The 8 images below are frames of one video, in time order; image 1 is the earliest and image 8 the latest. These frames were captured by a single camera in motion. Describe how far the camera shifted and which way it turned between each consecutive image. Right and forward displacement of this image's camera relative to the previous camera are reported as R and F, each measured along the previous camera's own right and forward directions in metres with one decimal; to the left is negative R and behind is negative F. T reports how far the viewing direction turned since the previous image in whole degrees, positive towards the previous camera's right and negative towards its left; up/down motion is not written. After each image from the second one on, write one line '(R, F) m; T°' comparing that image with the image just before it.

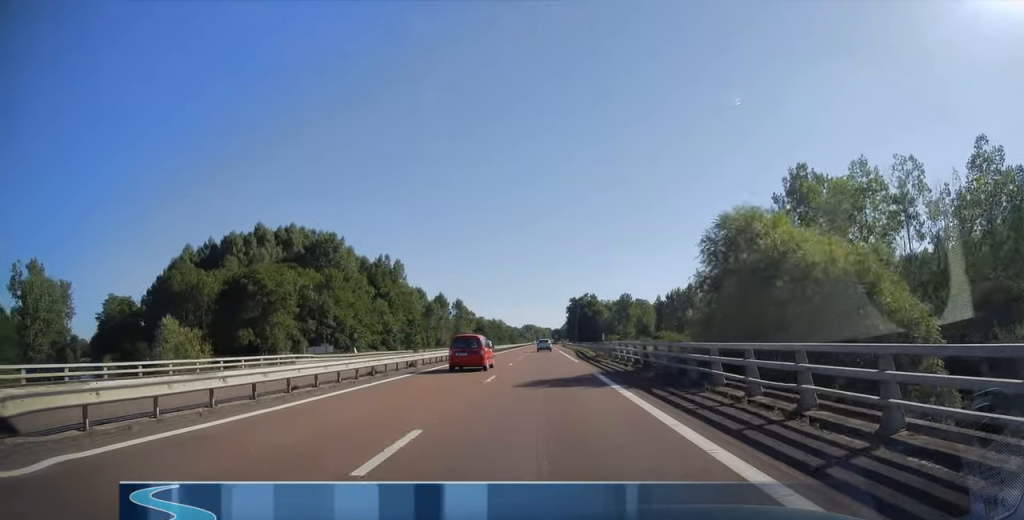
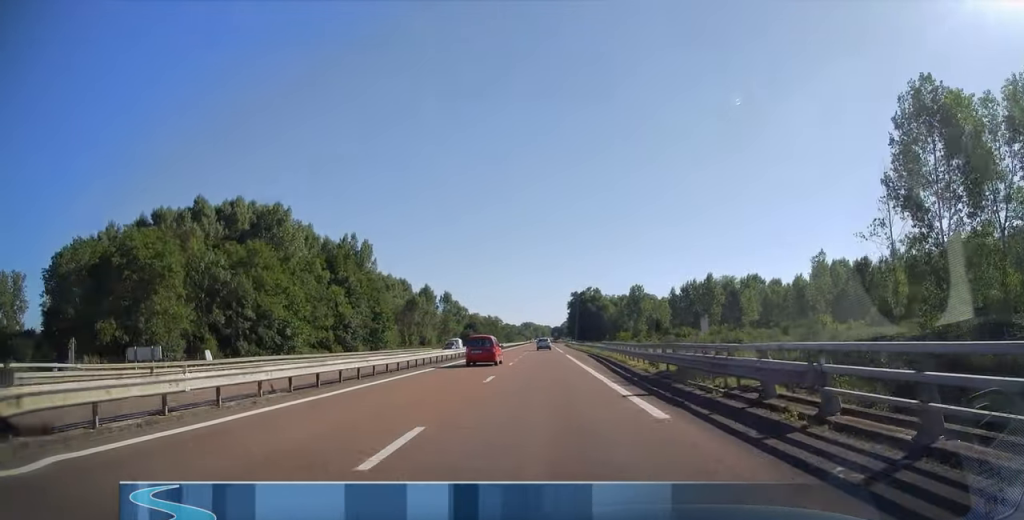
(0.0, +25.7) m; 0°
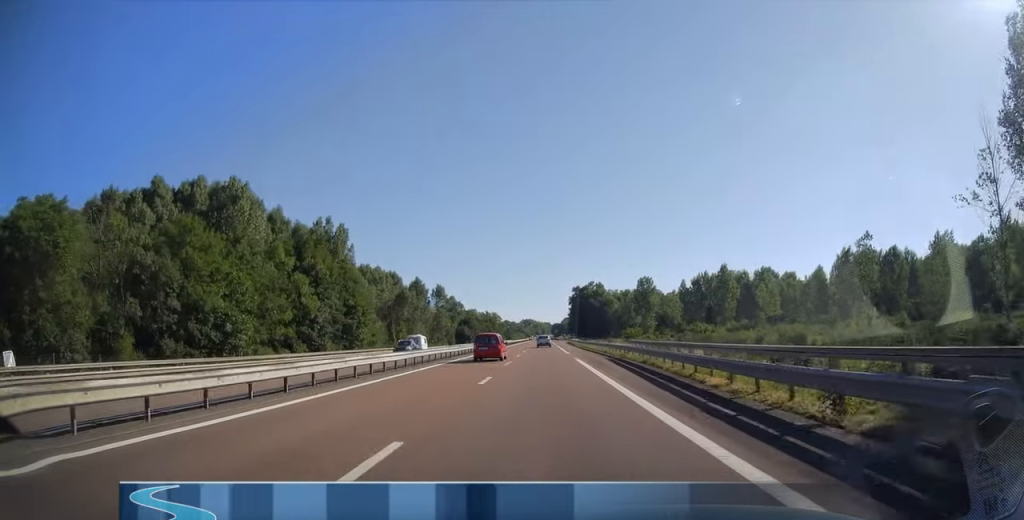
(0.0, +14.5) m; 0°
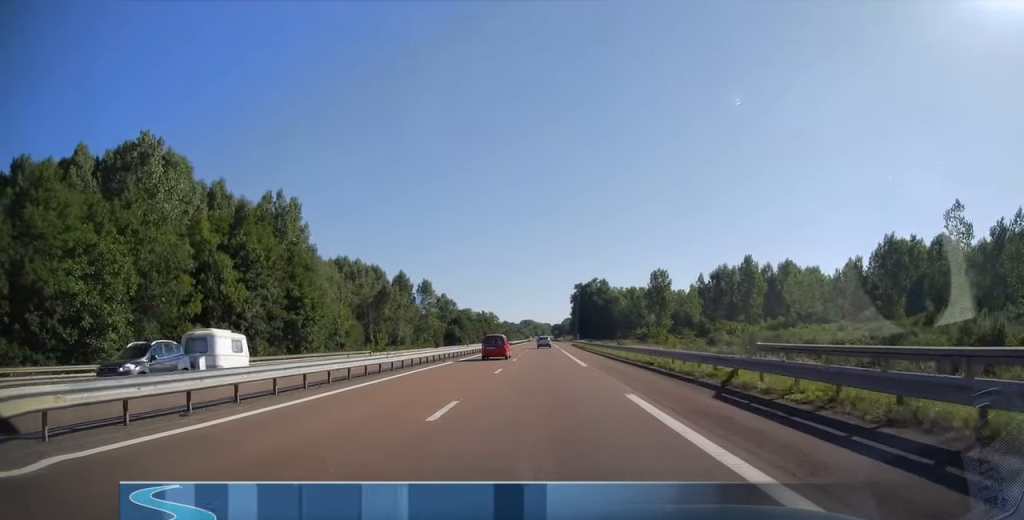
(0.0, +20.7) m; 0°
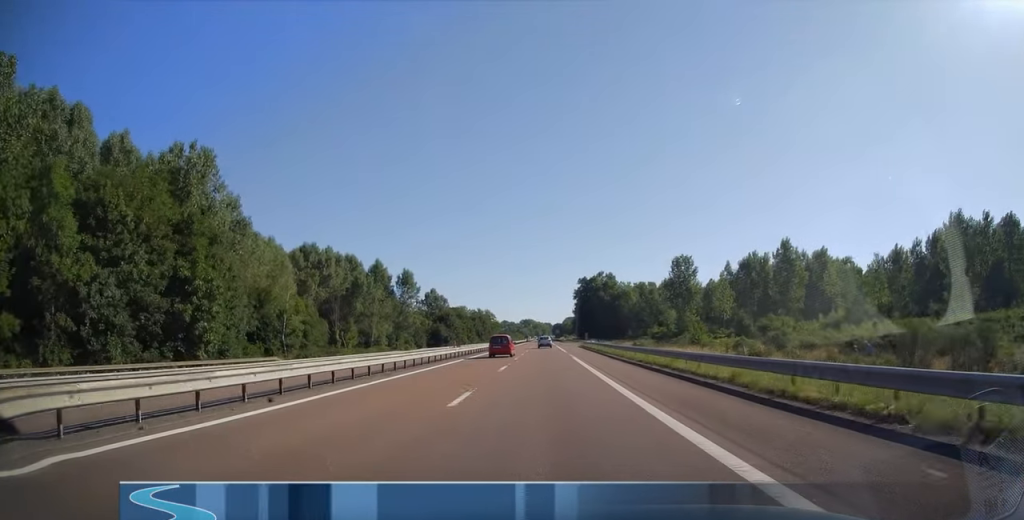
(0.0, +23.9) m; 0°
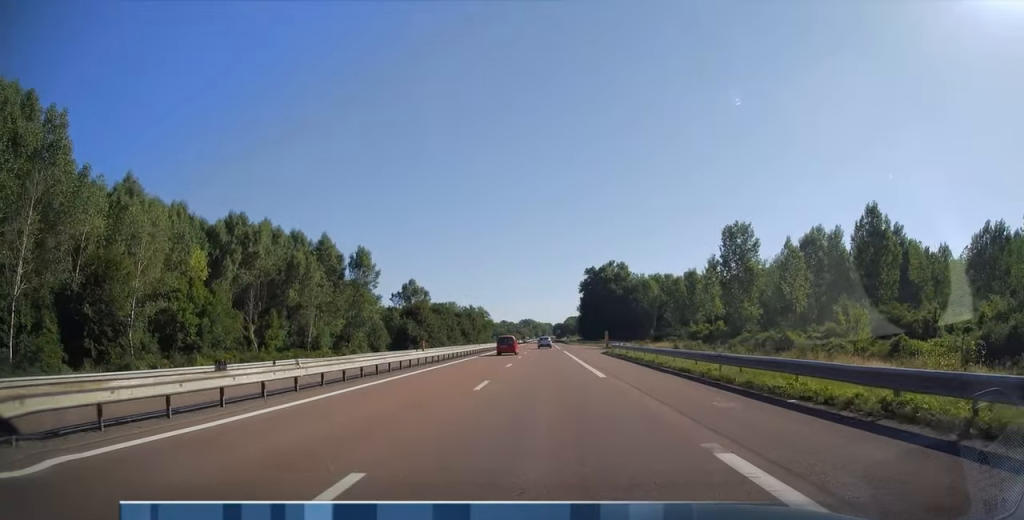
(0.0, +35.2) m; 0°
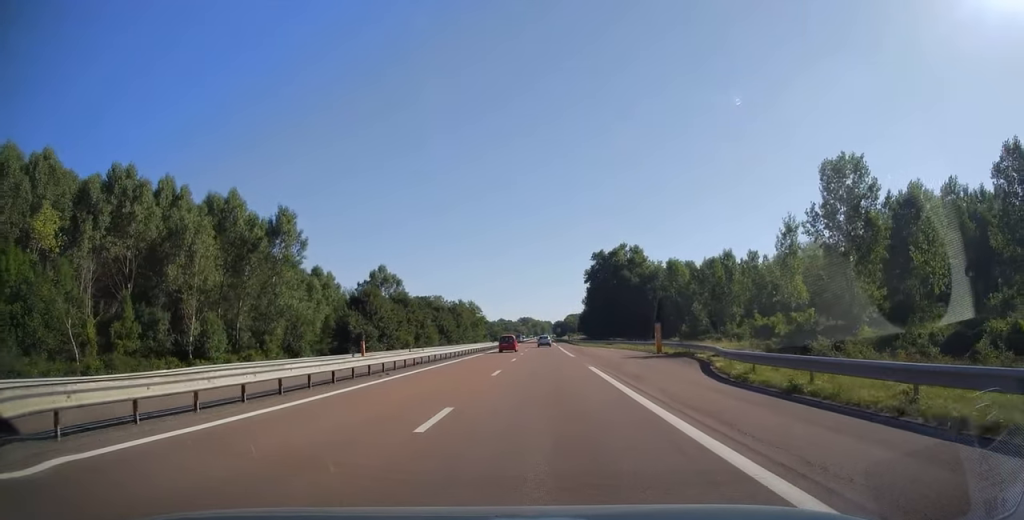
(0.0, +33.1) m; 0°
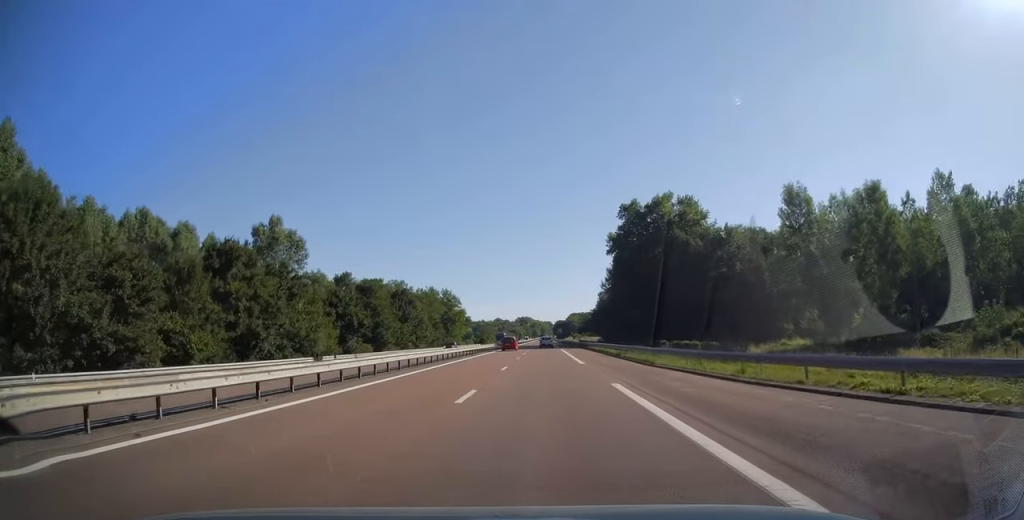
(0.0, +61.5) m; 0°
